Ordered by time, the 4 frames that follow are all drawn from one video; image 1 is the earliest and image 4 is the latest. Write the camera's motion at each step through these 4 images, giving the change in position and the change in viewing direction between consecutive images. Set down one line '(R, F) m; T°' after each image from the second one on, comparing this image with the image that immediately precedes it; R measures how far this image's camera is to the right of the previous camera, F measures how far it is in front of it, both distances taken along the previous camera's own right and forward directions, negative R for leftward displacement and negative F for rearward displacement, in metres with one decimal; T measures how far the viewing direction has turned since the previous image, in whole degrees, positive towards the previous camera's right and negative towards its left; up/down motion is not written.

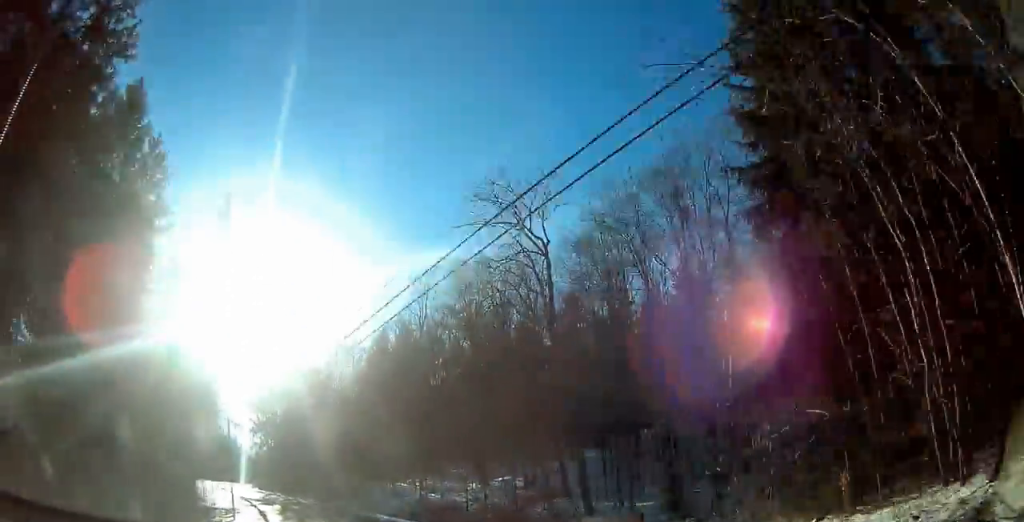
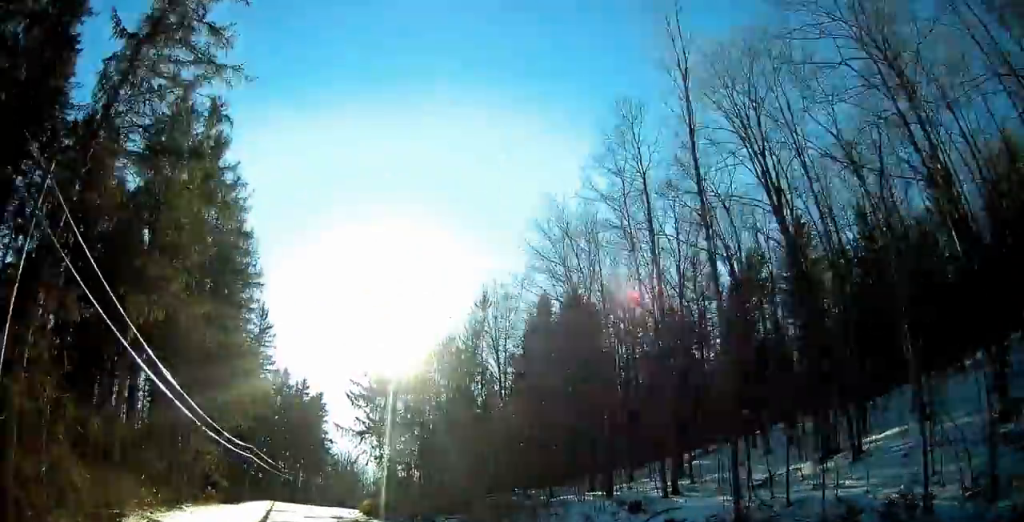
(-0.2, +33.0) m; -7°
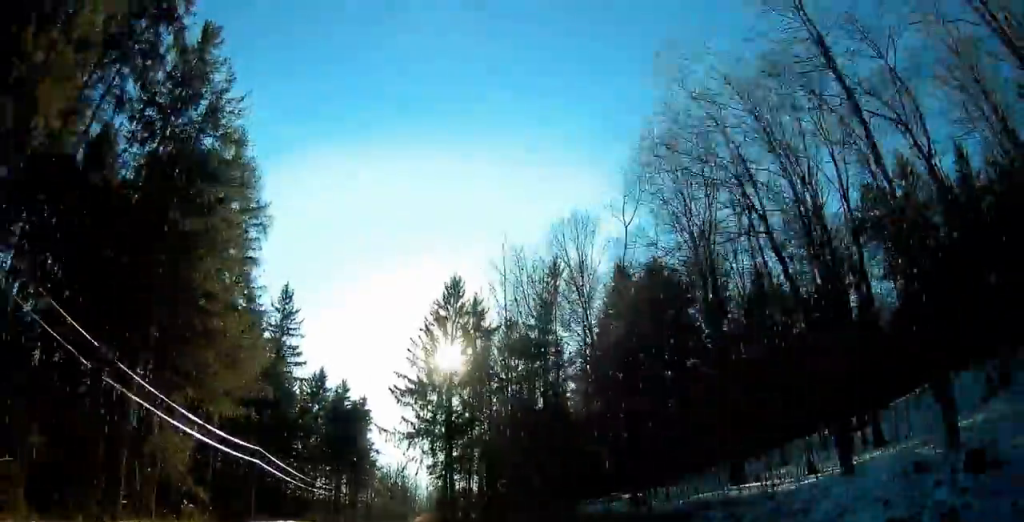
(-1.2, +14.1) m; -8°
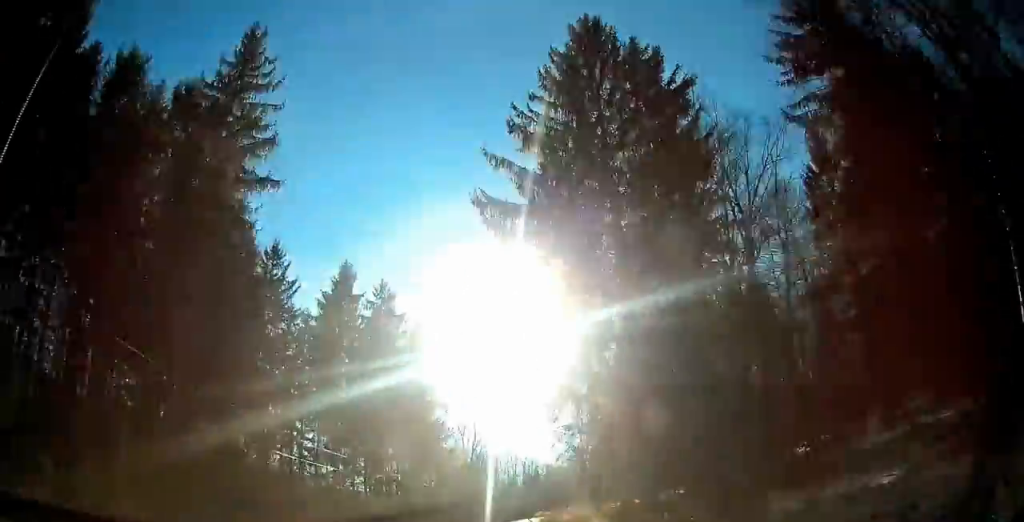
(-5.8, +42.4) m; -9°
